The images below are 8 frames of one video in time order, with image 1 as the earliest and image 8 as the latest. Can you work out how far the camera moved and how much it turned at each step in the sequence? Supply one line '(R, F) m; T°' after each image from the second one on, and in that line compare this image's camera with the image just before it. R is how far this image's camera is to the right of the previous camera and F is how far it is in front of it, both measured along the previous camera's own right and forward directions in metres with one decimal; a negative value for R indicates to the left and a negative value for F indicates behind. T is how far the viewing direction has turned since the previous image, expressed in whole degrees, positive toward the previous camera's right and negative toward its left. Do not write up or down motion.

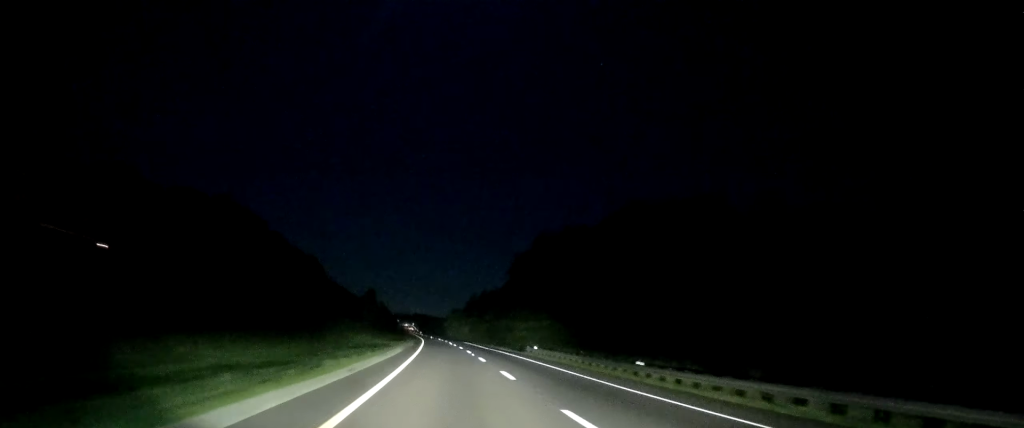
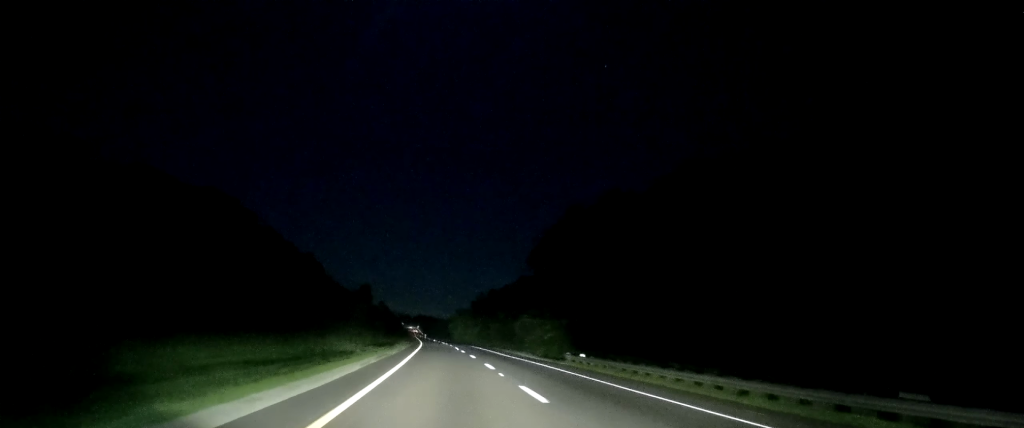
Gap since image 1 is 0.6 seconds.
(-0.2, +19.2) m; -1°
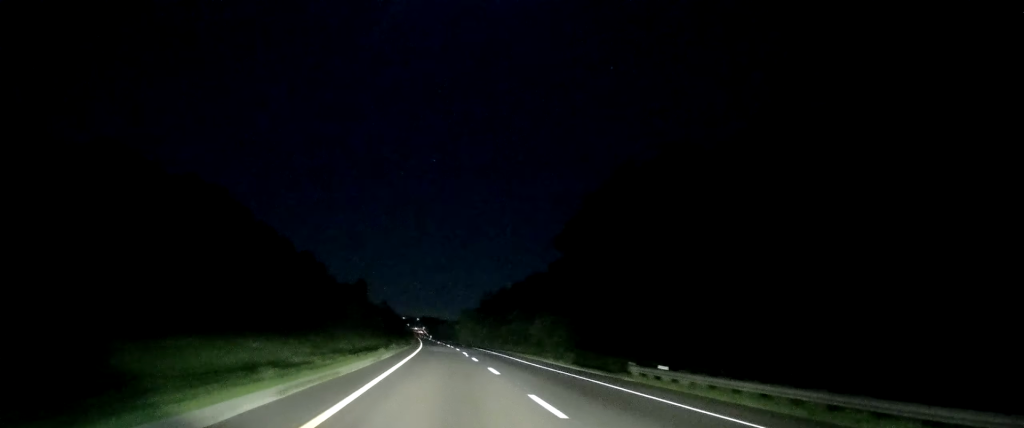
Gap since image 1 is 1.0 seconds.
(-0.1, +15.9) m; 0°
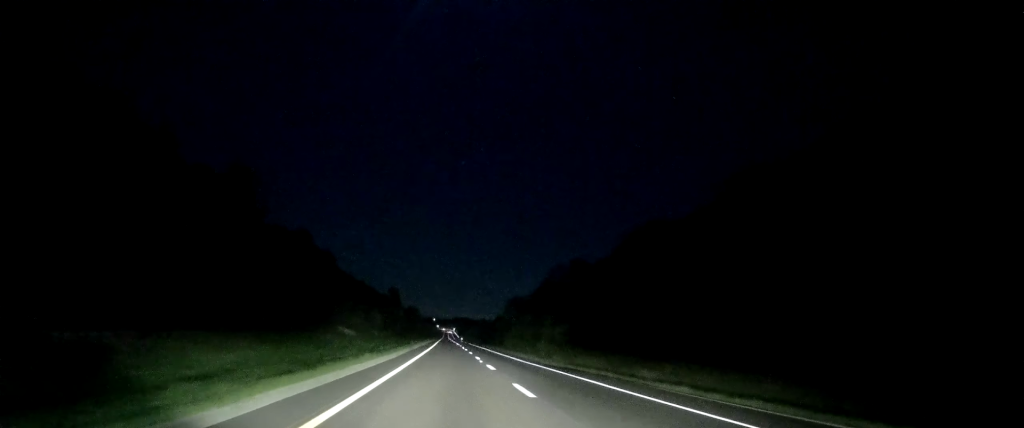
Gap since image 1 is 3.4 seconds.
(-1.6, +81.8) m; -3°
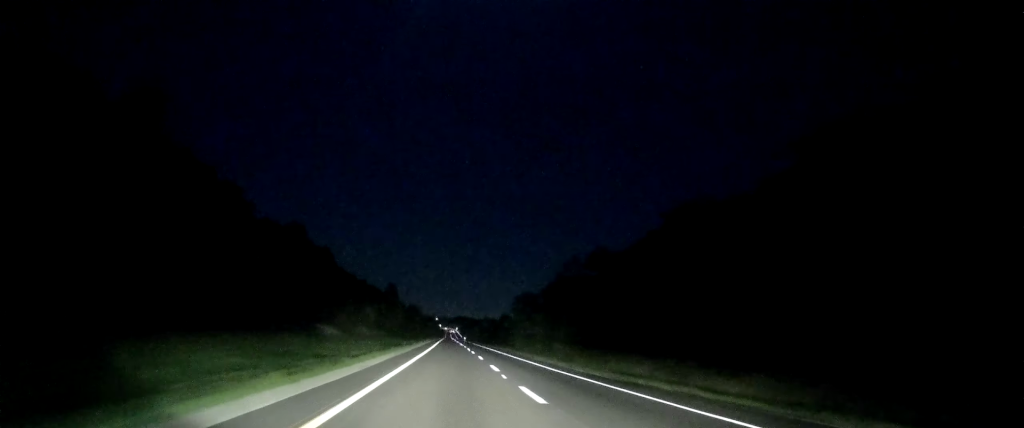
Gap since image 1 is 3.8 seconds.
(0.0, +13.6) m; 0°
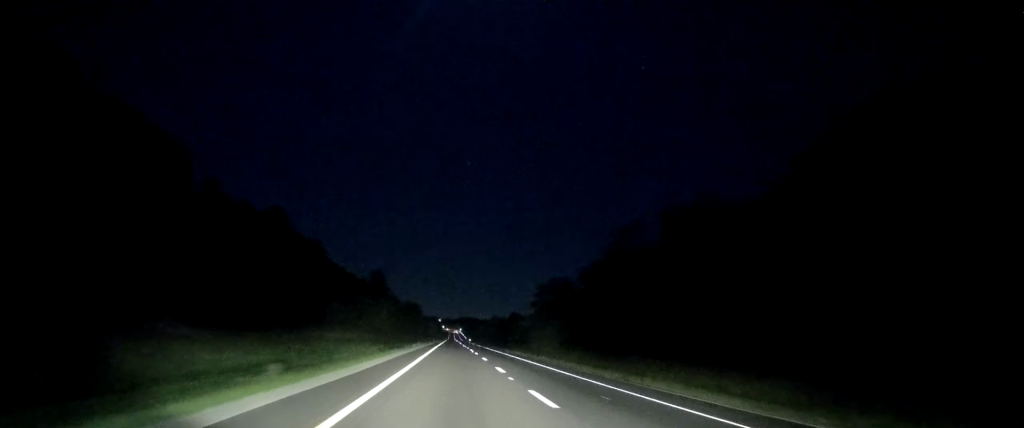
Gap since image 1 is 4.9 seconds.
(-0.2, +37.6) m; -1°
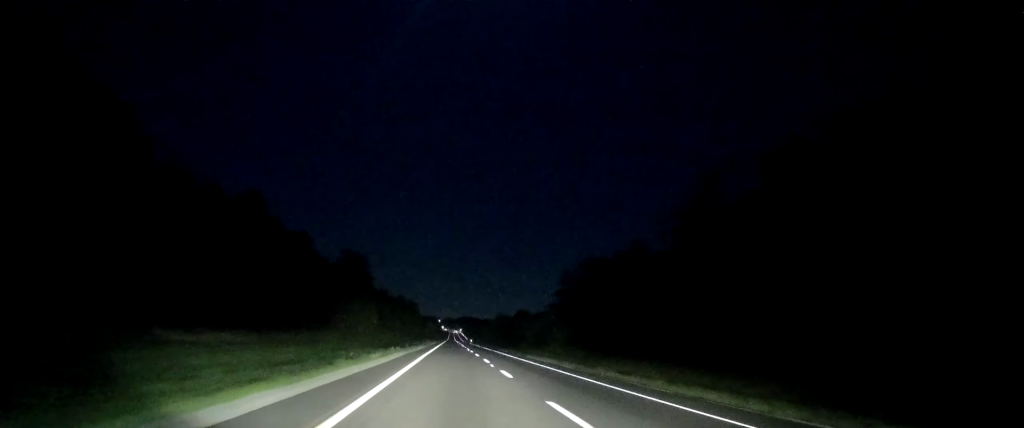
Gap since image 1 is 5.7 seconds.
(-0.2, +27.4) m; -1°
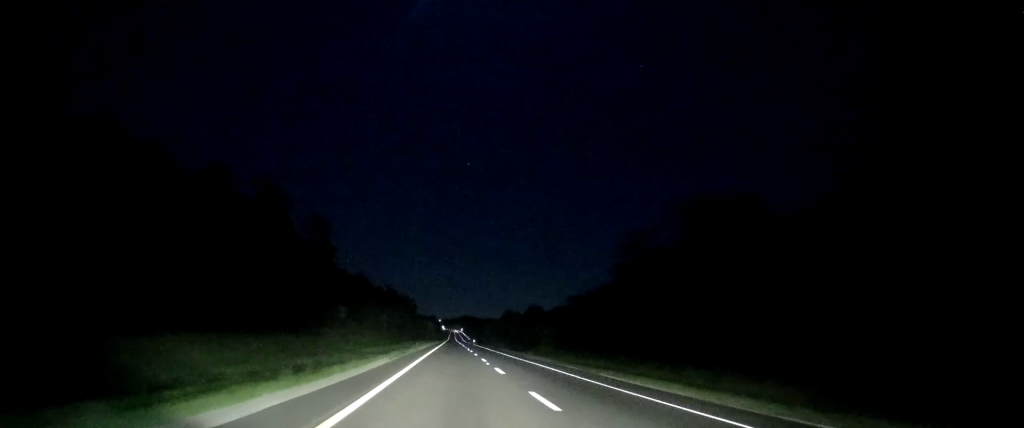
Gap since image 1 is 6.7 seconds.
(-0.3, +34.1) m; 0°
